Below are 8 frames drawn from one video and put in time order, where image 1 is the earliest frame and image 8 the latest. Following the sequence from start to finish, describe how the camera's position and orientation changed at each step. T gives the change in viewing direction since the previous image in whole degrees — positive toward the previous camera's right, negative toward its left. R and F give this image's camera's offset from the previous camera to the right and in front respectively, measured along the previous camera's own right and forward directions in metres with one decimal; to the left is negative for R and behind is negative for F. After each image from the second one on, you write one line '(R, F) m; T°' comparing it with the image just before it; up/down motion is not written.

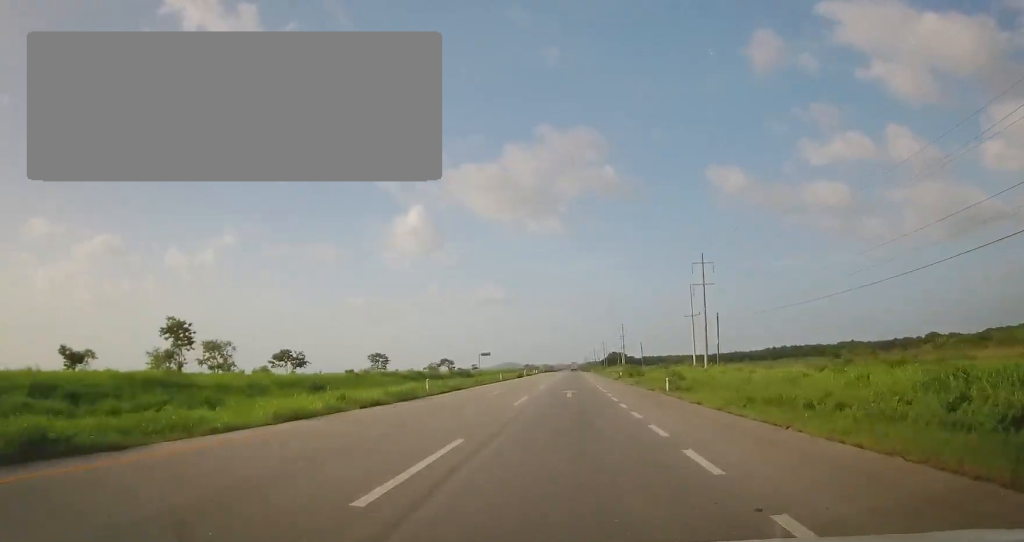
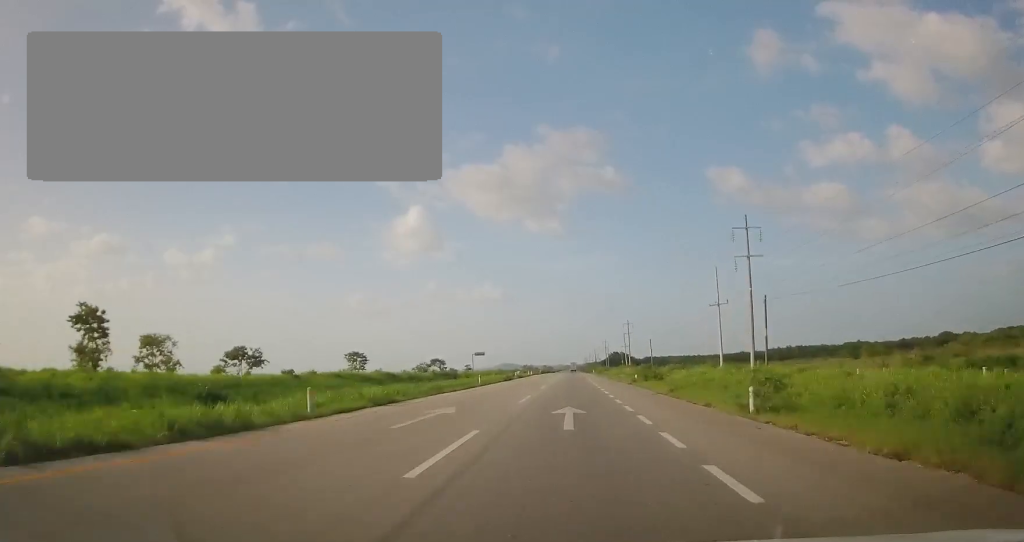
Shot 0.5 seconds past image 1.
(+0.2, +13.9) m; 0°
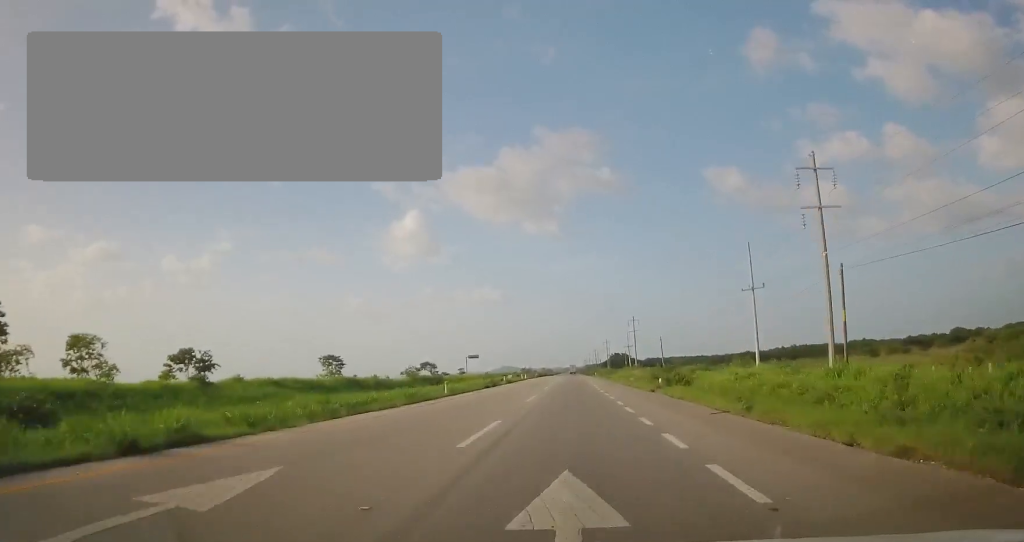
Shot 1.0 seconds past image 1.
(+0.3, +12.5) m; 0°
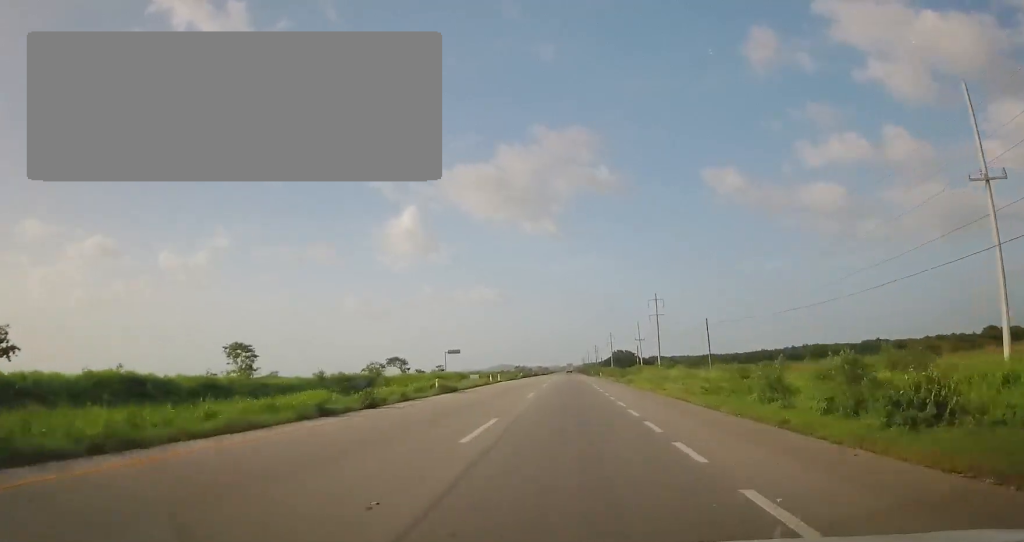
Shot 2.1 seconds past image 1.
(-0.9, +31.2) m; 0°
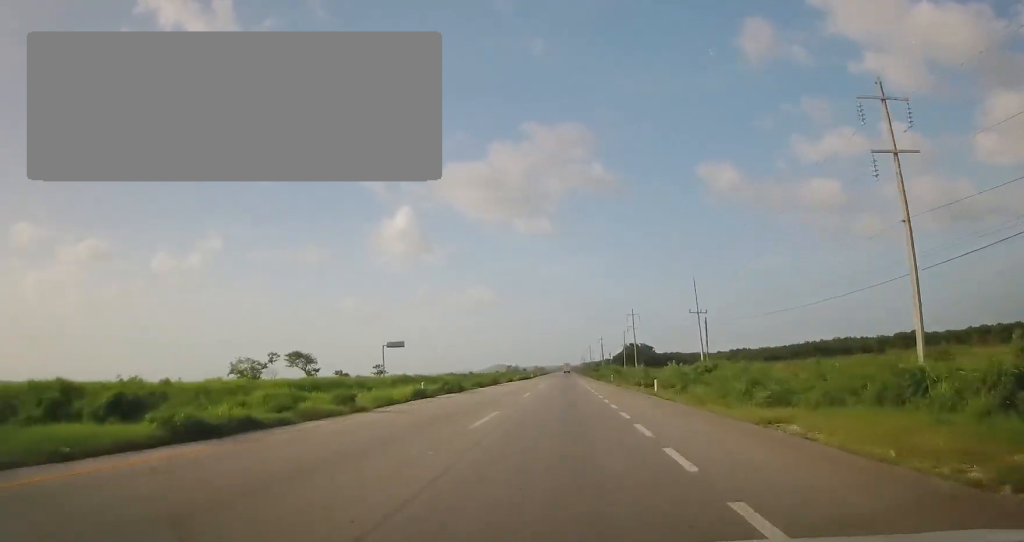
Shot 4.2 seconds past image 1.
(+0.9, +59.3) m; +1°
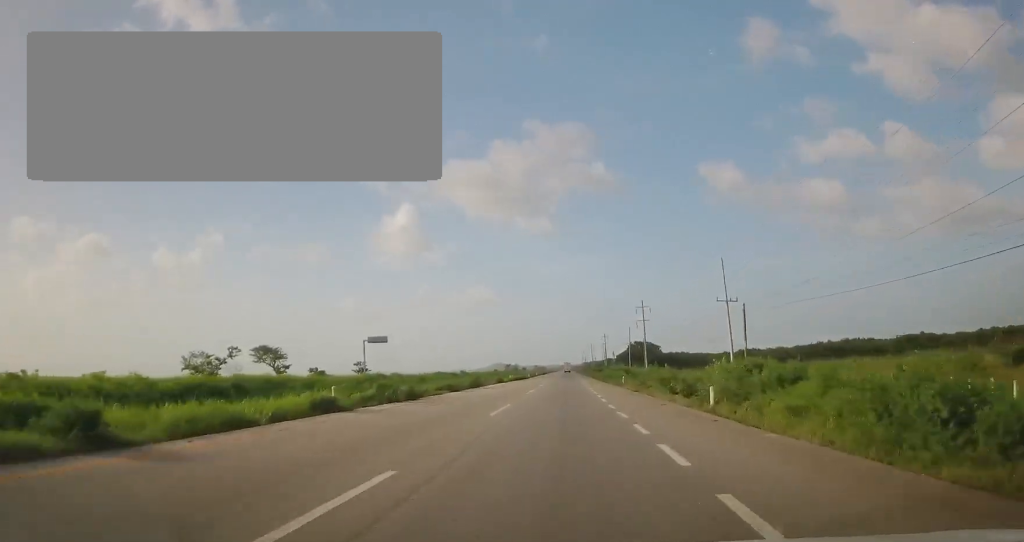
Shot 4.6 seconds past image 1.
(+0.1, +12.1) m; 0°
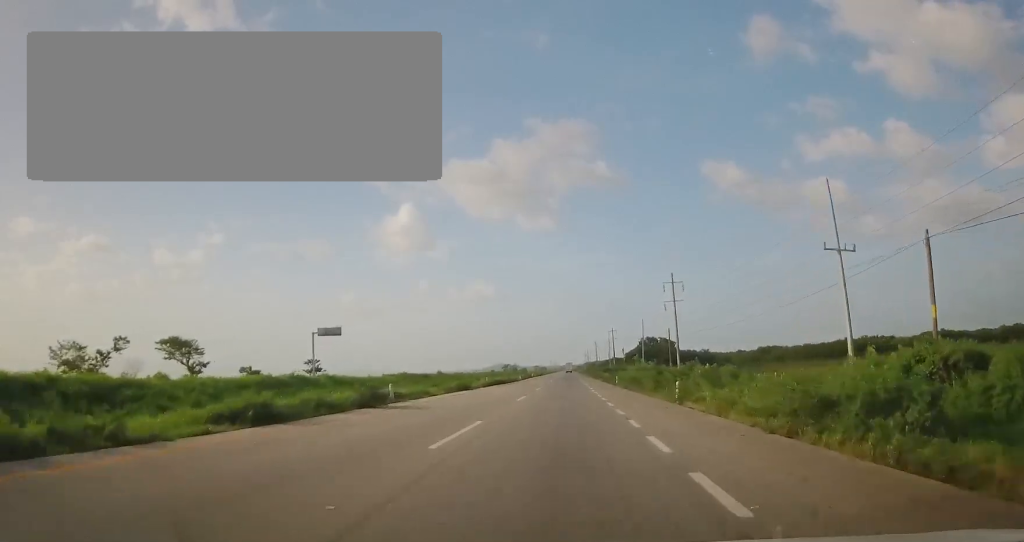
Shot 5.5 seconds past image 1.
(+0.2, +23.7) m; 0°
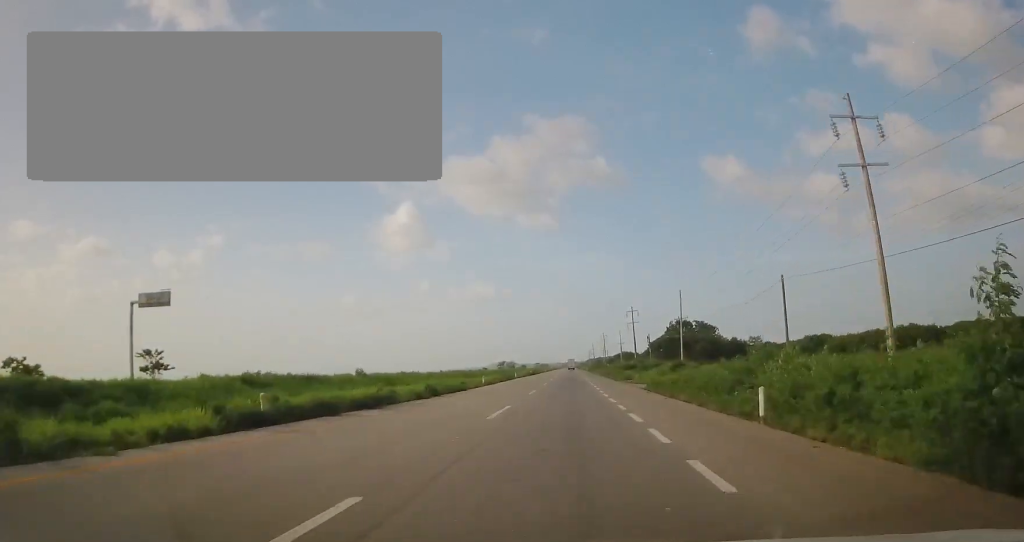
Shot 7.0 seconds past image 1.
(-0.6, +41.0) m; -1°
